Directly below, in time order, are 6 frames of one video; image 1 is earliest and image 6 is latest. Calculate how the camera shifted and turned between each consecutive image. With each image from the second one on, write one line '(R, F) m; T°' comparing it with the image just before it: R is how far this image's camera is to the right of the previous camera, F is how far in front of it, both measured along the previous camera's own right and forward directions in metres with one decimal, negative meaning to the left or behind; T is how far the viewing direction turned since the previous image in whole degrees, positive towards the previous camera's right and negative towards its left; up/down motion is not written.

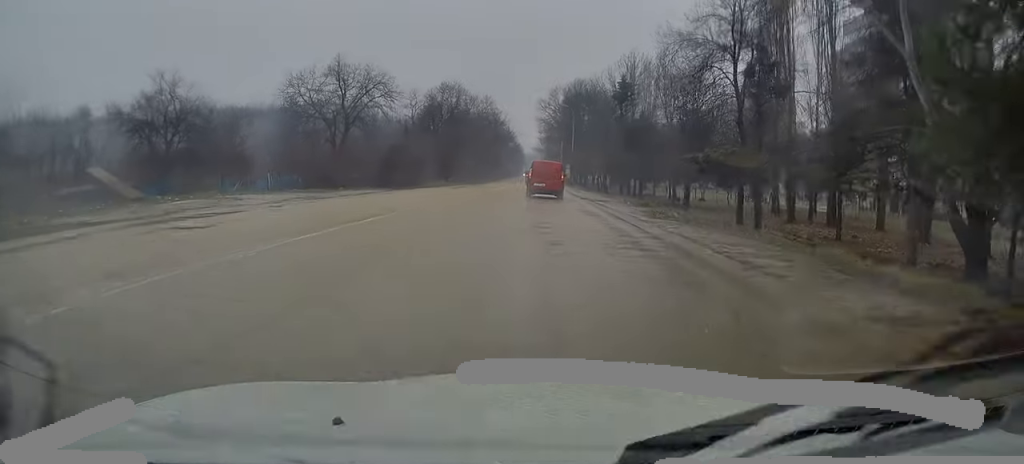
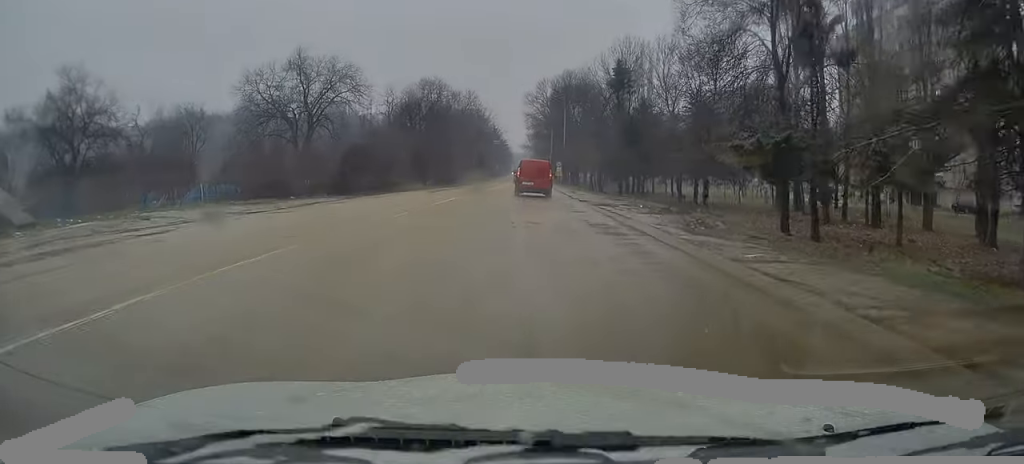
(+0.2, +7.5) m; +2°
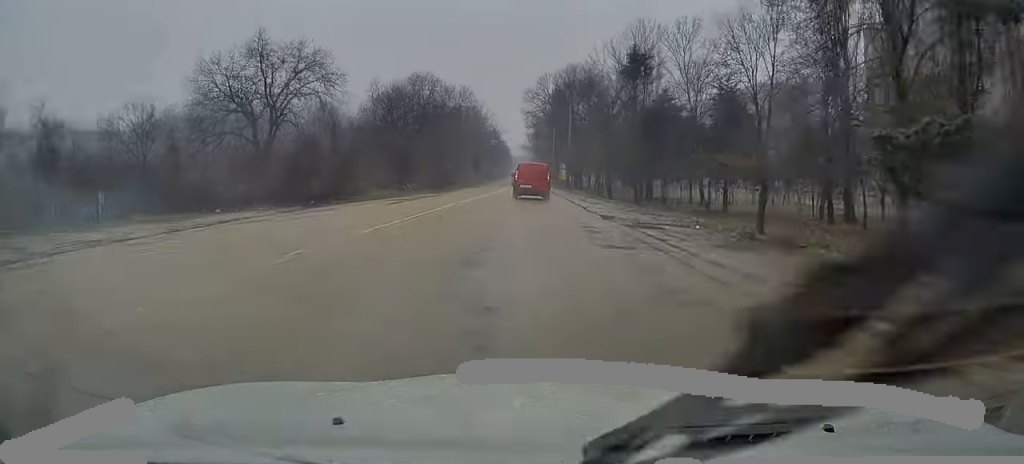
(+0.2, +8.9) m; +1°
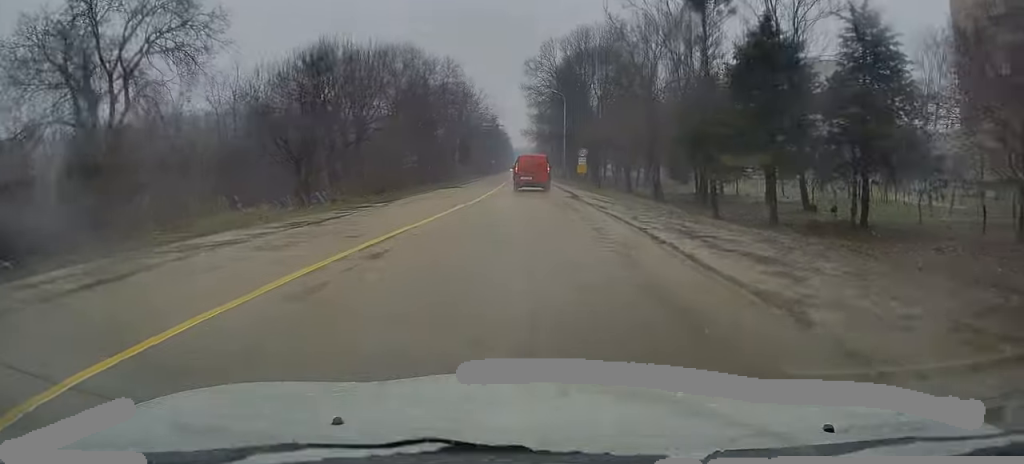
(-0.2, +21.3) m; -1°
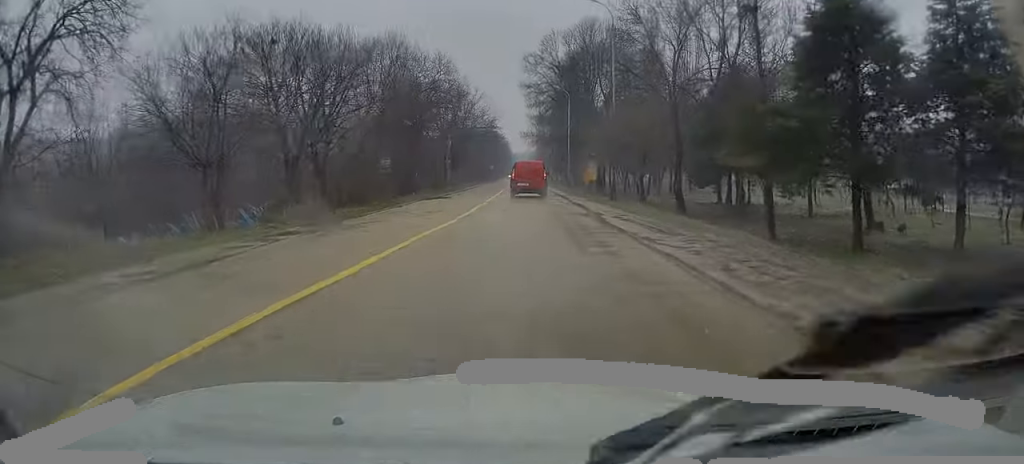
(0.0, +7.6) m; 0°
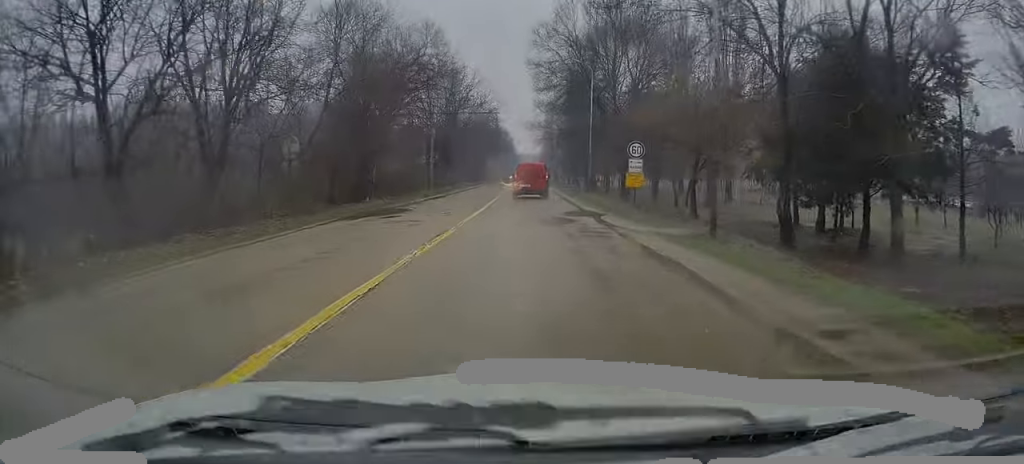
(0.0, +15.4) m; 0°
